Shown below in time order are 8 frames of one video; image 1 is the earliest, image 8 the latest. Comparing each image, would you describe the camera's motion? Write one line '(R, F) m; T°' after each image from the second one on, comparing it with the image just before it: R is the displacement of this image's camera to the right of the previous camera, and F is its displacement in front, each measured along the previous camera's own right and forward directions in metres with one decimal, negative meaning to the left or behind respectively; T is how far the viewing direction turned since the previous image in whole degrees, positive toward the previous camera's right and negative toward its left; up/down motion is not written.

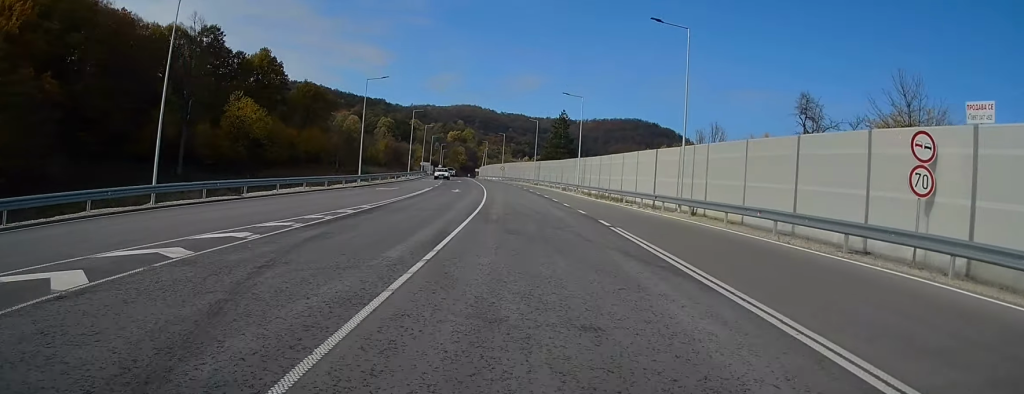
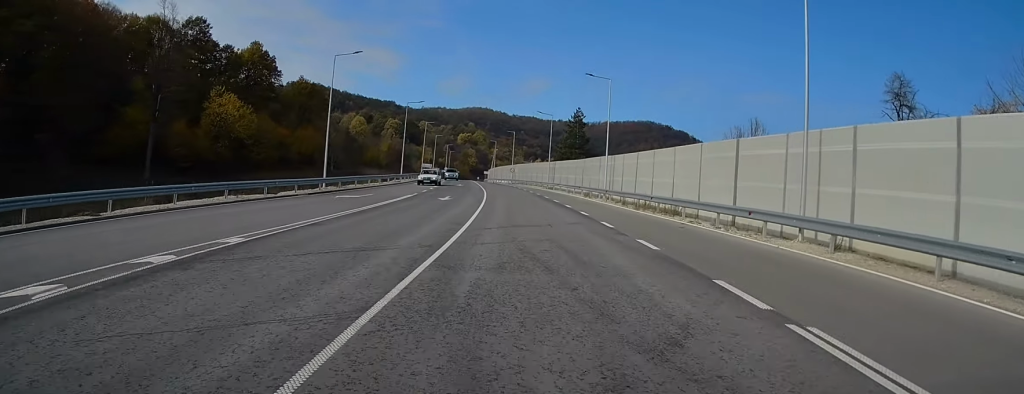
(-0.4, +12.7) m; -2°
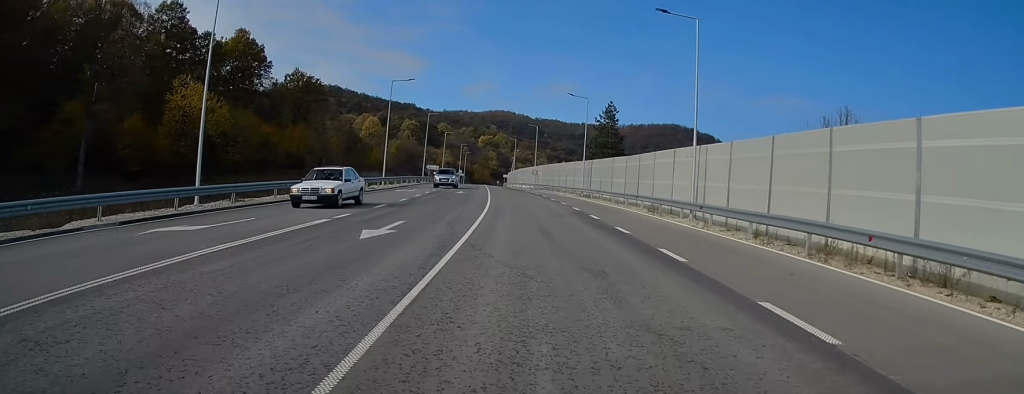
(-0.2, +19.8) m; -2°
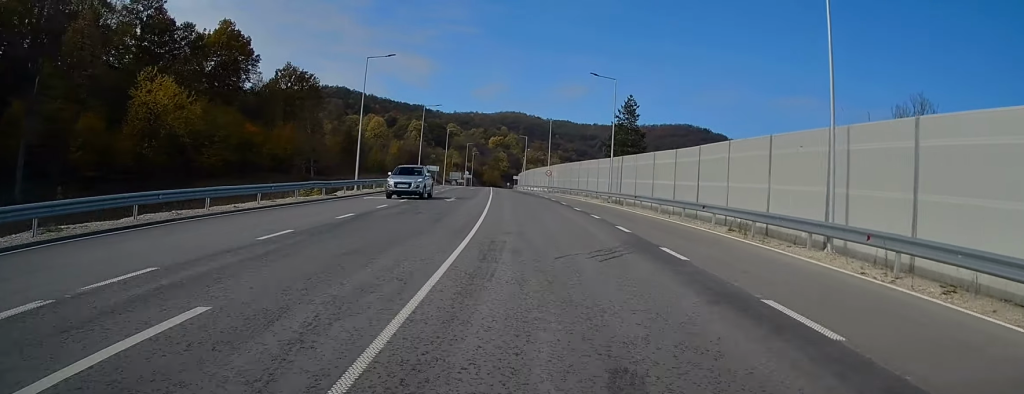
(-0.3, +11.7) m; -1°
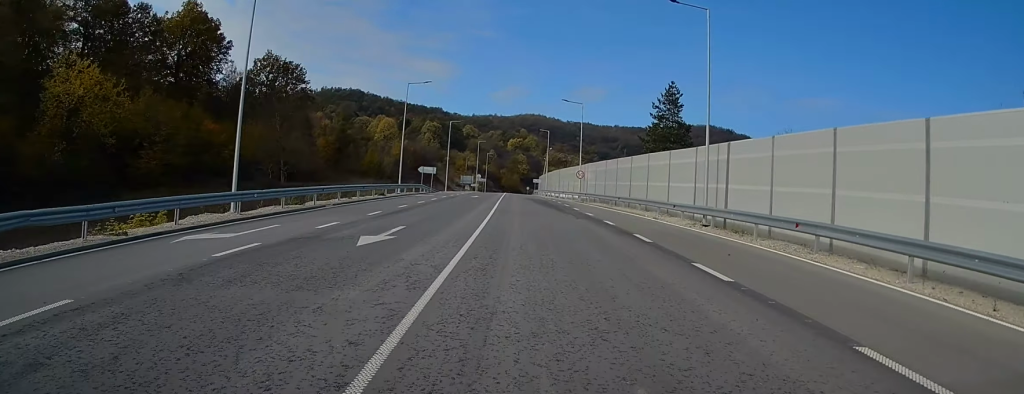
(-0.2, +21.0) m; -1°
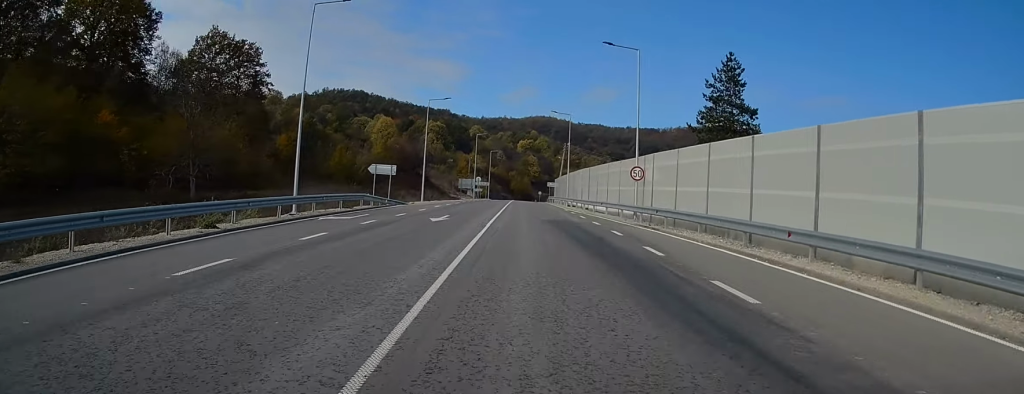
(-0.5, +26.0) m; -2°
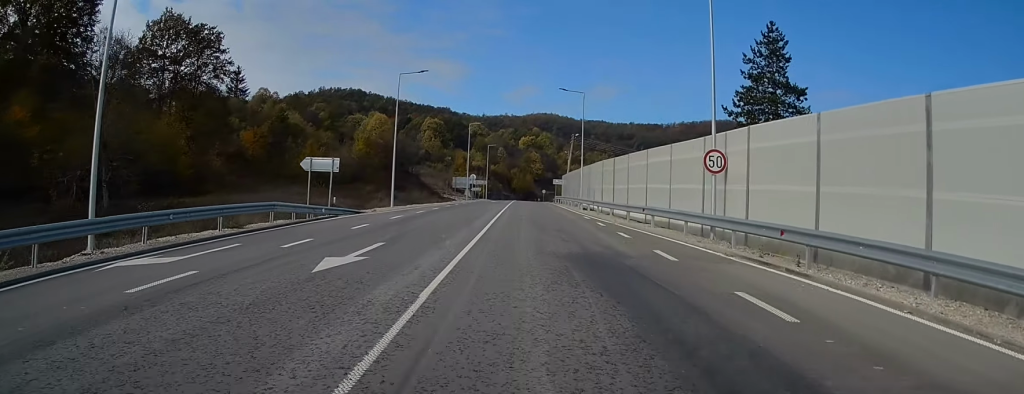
(-0.1, +13.2) m; 0°
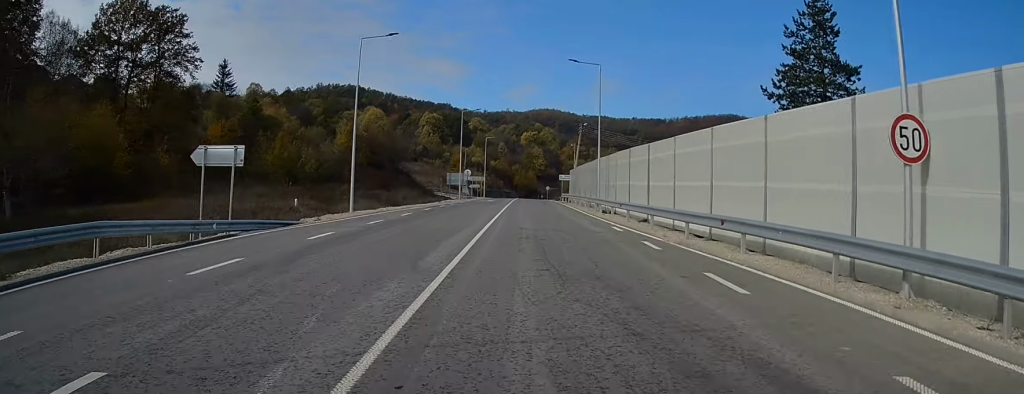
(0.0, +10.2) m; 0°
